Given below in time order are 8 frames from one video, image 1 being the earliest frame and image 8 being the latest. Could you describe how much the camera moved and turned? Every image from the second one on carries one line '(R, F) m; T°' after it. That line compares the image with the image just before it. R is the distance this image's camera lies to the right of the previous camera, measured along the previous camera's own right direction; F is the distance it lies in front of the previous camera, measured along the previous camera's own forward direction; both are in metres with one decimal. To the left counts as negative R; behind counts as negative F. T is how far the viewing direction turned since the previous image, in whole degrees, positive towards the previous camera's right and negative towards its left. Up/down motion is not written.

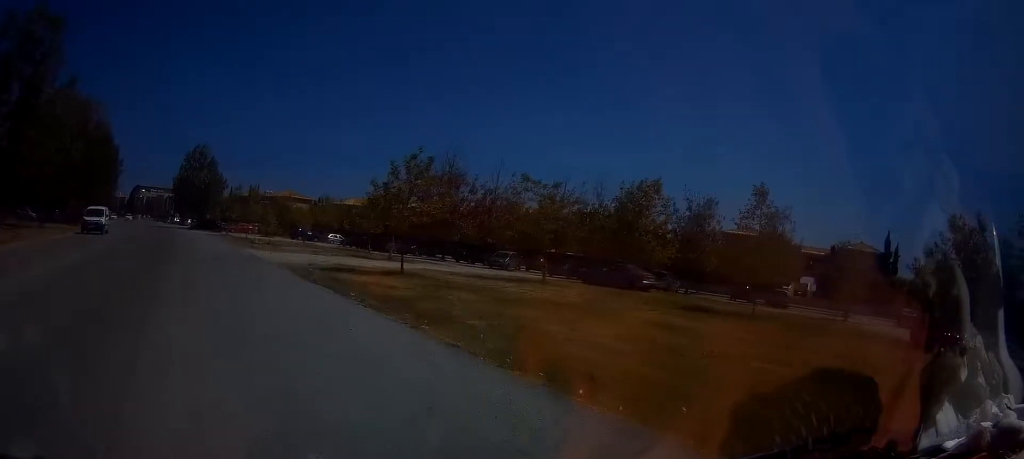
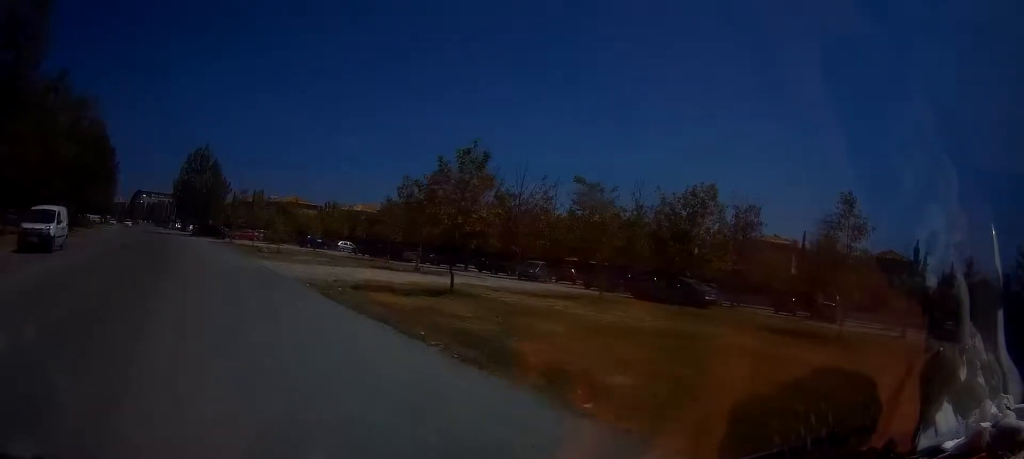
(0.0, +4.6) m; 0°
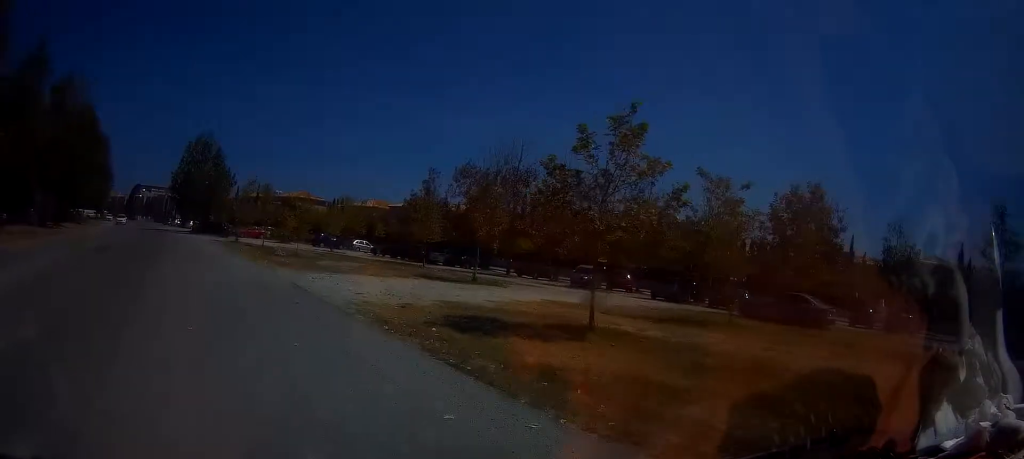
(0.0, +7.4) m; -1°
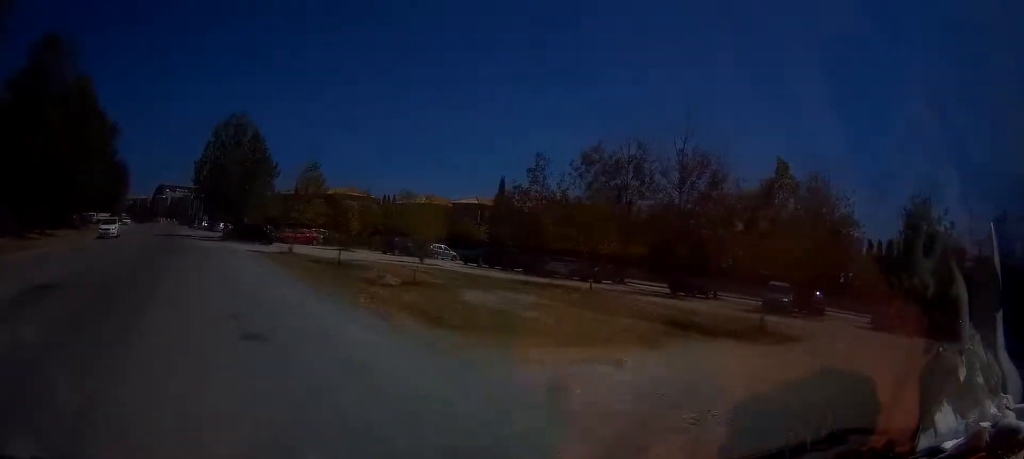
(-0.5, +14.9) m; -3°
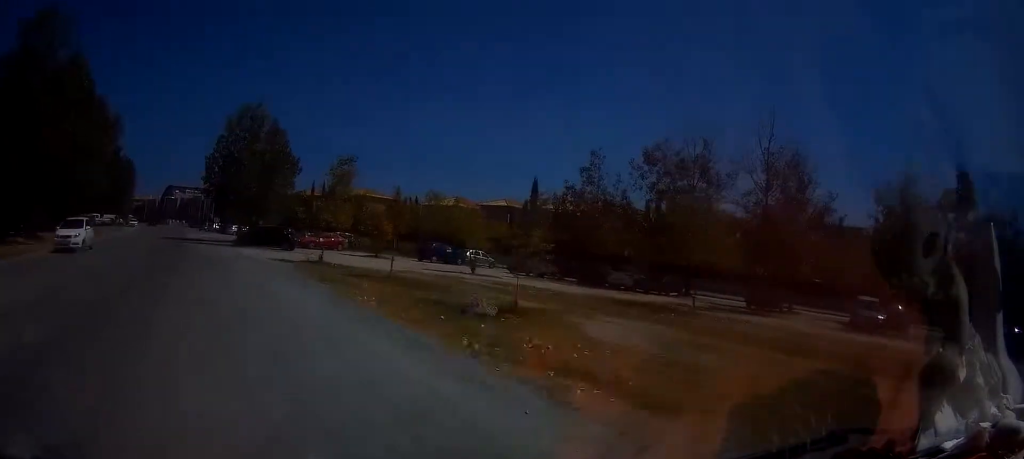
(0.0, +5.7) m; 0°
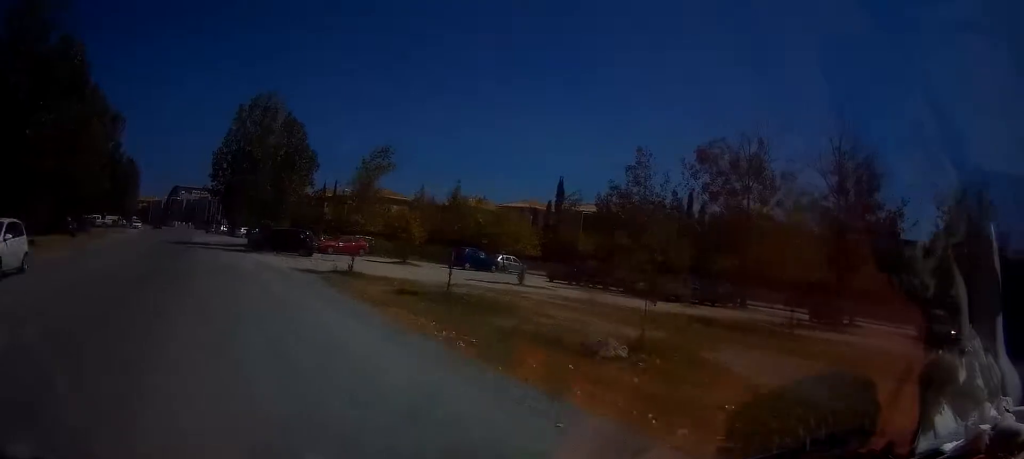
(0.0, +4.2) m; 0°
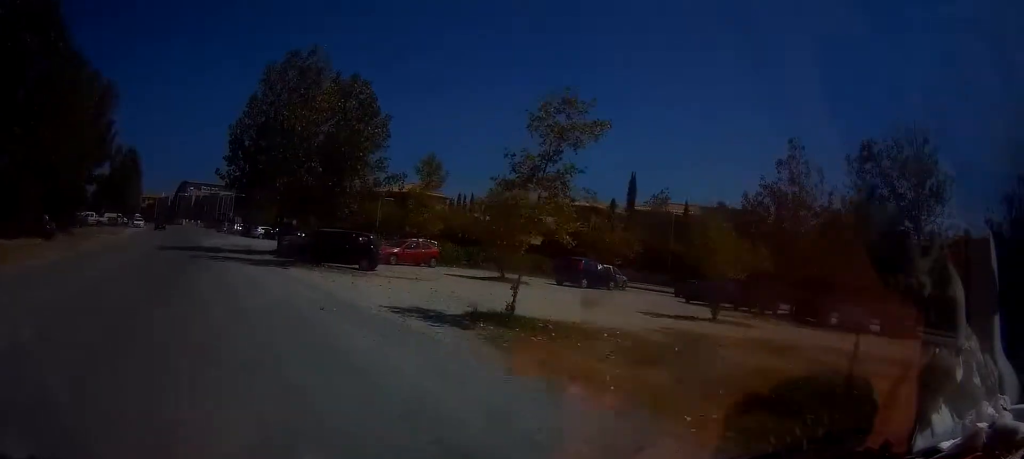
(-0.2, +11.5) m; -1°
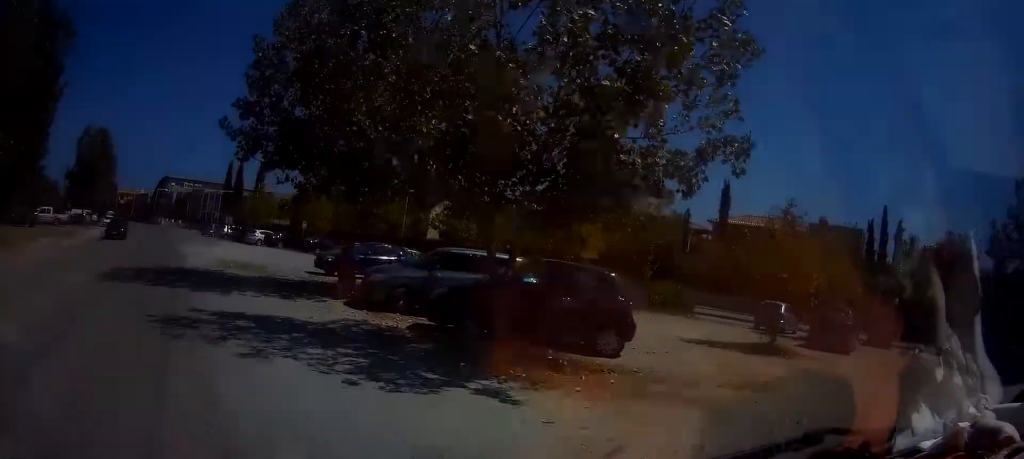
(+0.2, +15.1) m; 0°
